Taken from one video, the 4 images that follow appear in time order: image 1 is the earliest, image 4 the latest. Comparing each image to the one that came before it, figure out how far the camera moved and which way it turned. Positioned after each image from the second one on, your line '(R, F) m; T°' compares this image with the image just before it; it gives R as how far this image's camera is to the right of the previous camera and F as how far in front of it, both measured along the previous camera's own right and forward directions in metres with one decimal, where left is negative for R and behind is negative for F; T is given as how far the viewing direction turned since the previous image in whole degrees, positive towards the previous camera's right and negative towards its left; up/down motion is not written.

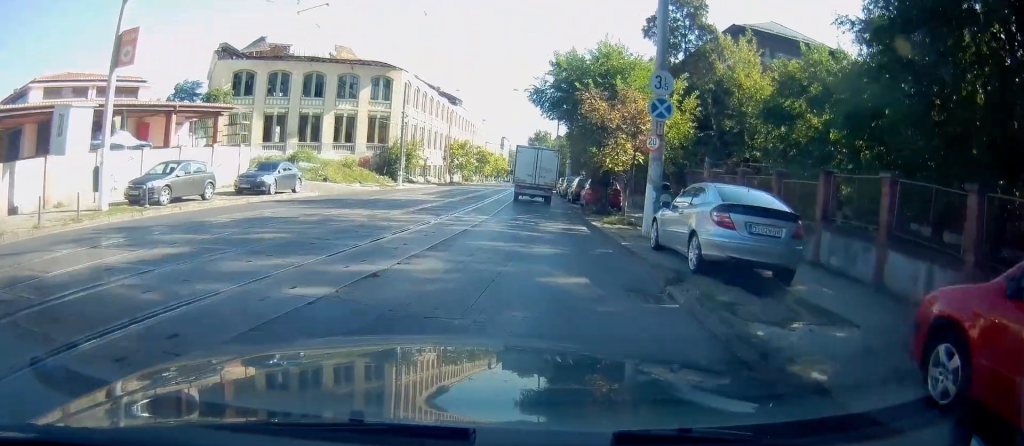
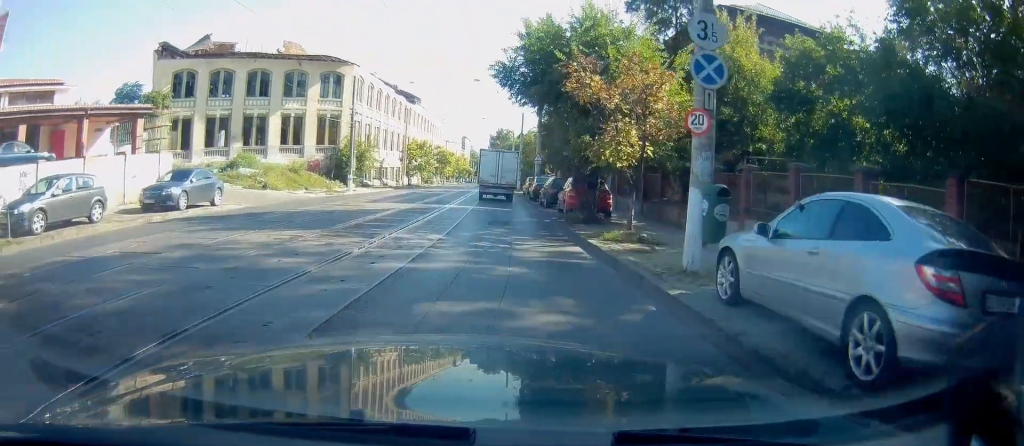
(+0.3, +4.8) m; +5°
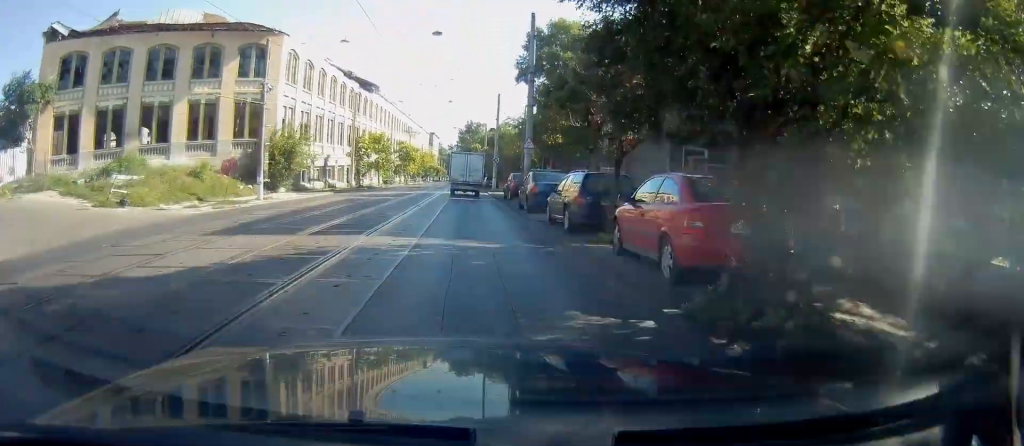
(+0.6, +12.8) m; +4°
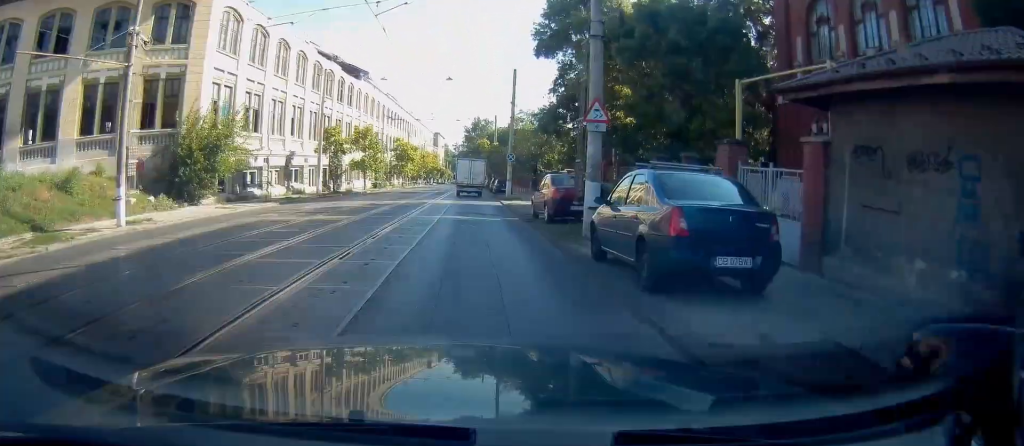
(0.0, +14.6) m; 0°
